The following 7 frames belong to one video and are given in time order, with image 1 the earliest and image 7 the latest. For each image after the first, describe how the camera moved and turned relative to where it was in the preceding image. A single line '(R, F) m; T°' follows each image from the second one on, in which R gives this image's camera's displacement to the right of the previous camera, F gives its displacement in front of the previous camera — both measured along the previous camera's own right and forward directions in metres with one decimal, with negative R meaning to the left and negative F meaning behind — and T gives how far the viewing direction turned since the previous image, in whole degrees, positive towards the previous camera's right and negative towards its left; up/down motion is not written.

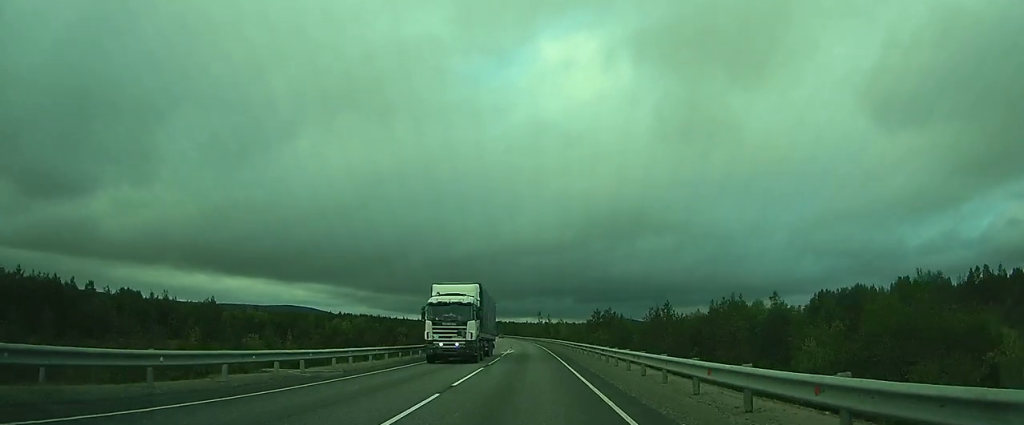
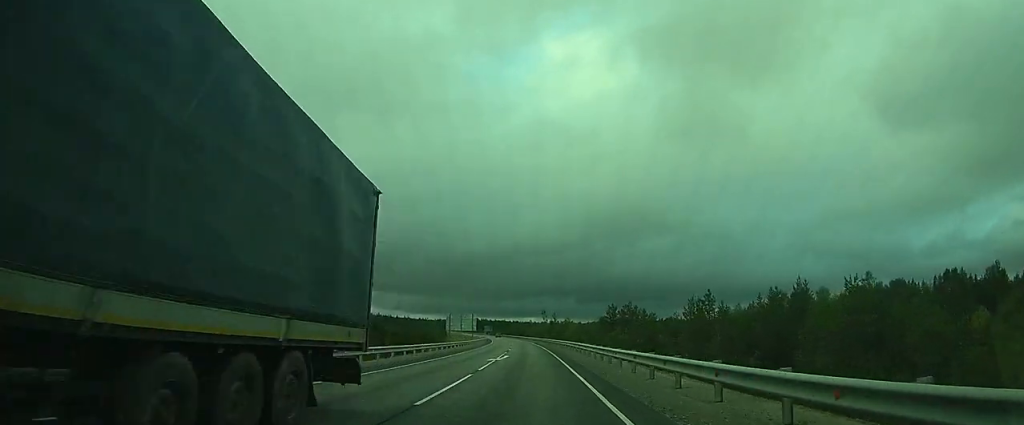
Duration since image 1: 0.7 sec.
(0.0, +16.5) m; 0°
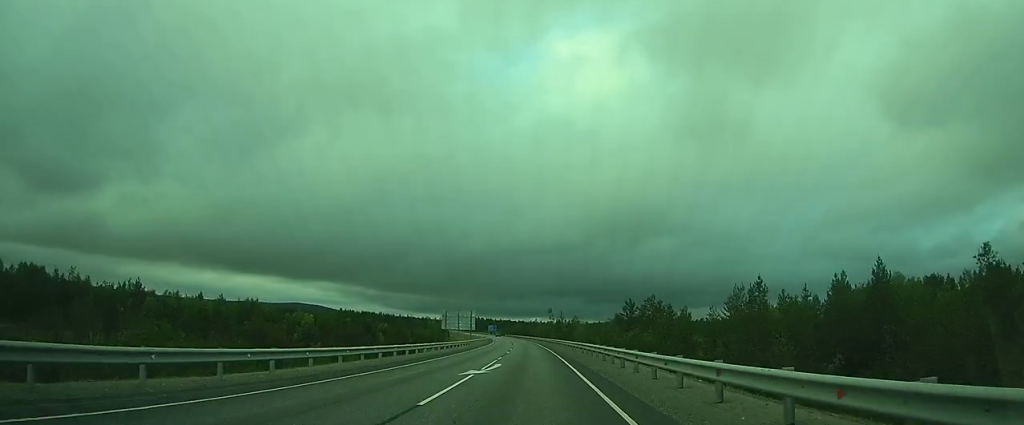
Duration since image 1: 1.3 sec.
(0.0, +12.0) m; 0°
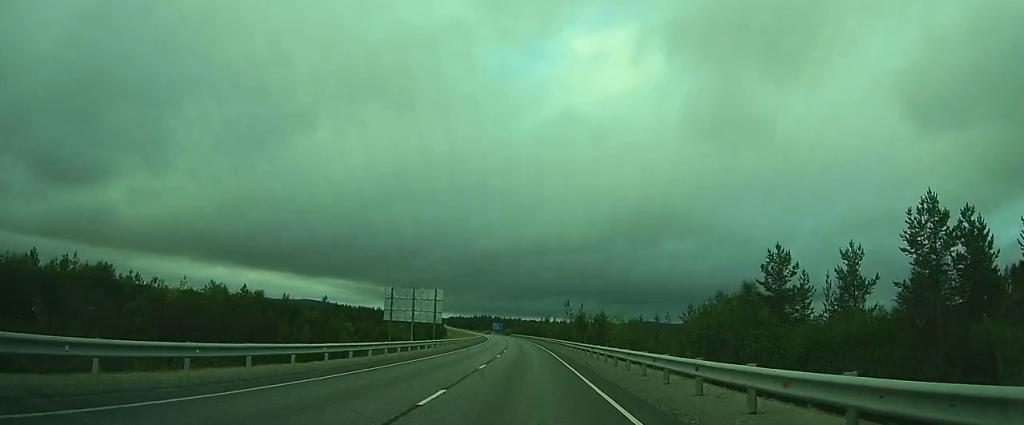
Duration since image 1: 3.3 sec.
(-0.6, +46.6) m; -2°
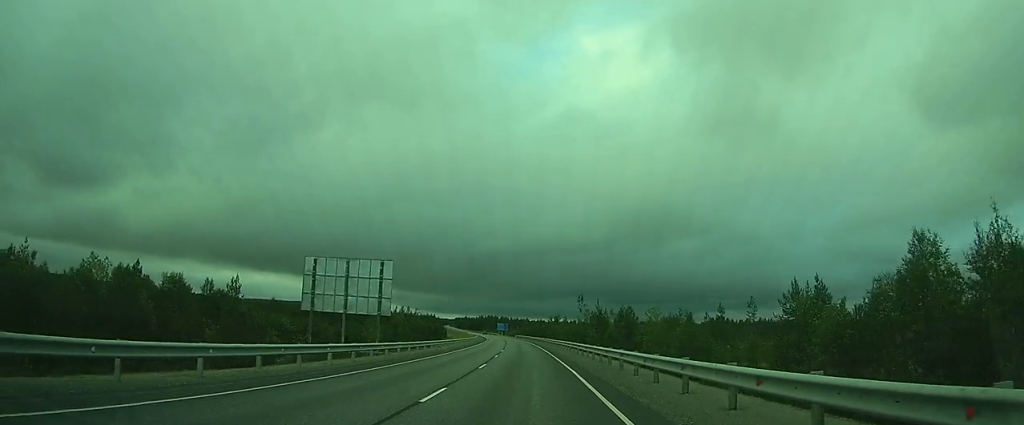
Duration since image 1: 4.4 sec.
(-0.2, +23.5) m; 0°
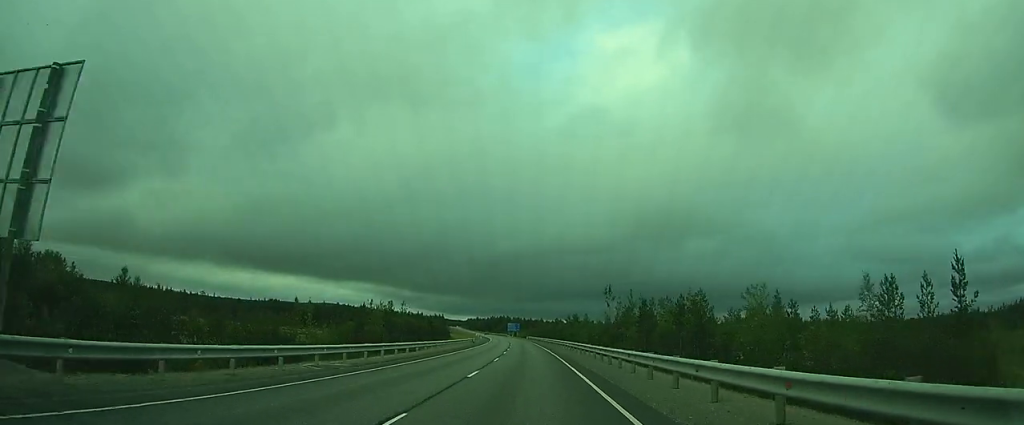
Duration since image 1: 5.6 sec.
(-0.1, +28.7) m; -1°
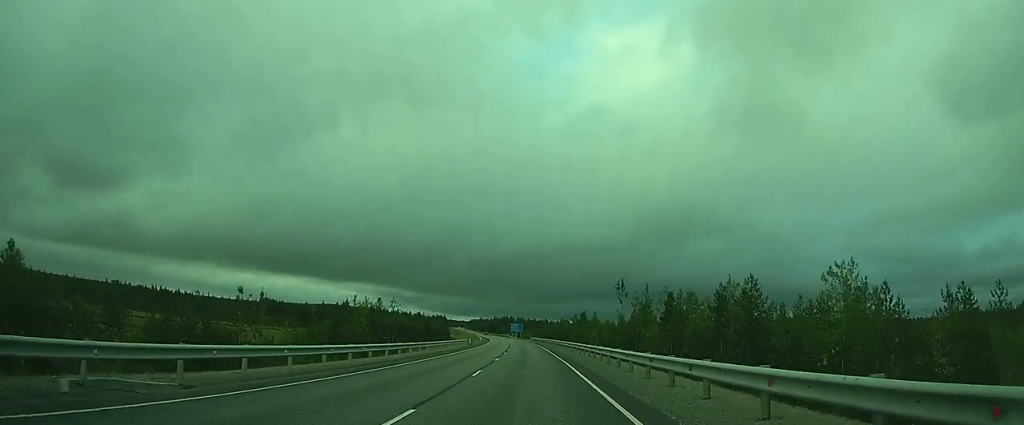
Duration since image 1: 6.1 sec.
(-0.1, +11.3) m; 0°
